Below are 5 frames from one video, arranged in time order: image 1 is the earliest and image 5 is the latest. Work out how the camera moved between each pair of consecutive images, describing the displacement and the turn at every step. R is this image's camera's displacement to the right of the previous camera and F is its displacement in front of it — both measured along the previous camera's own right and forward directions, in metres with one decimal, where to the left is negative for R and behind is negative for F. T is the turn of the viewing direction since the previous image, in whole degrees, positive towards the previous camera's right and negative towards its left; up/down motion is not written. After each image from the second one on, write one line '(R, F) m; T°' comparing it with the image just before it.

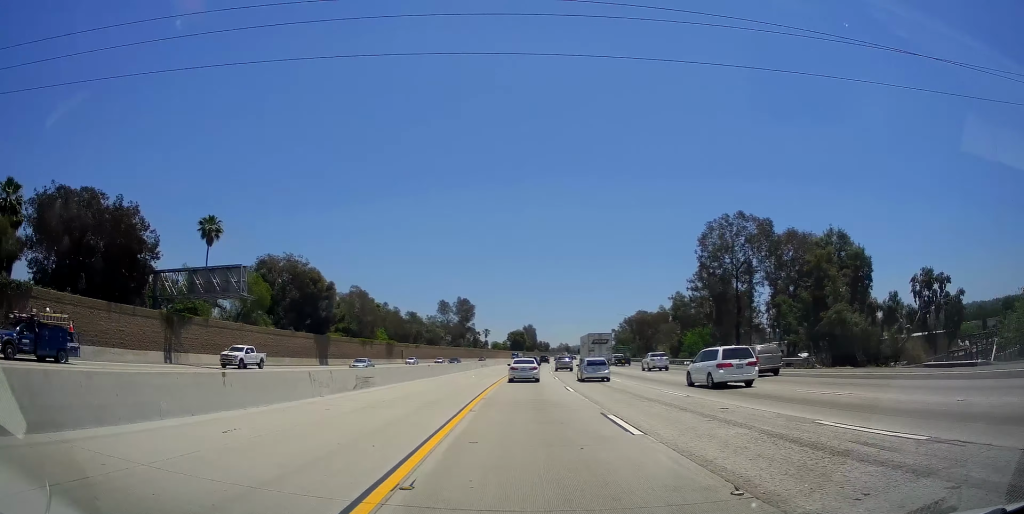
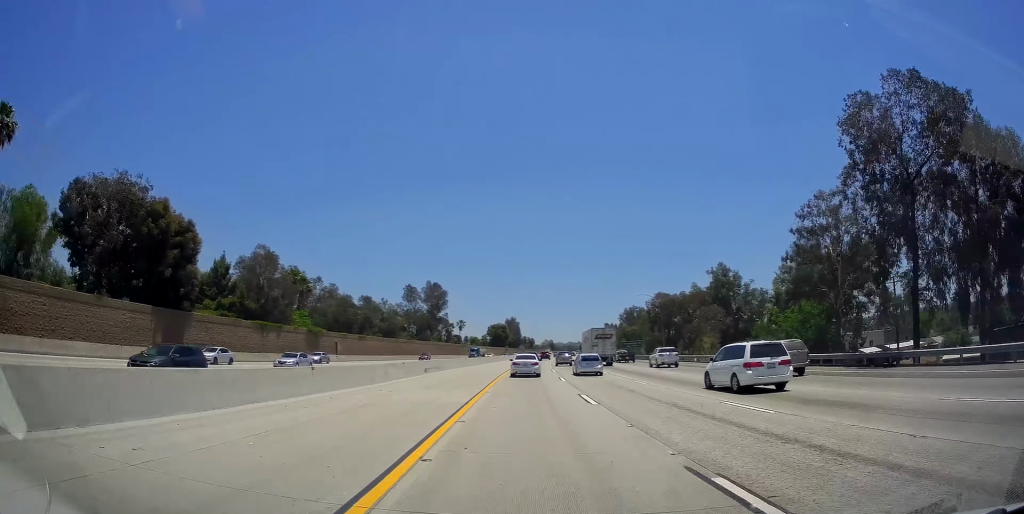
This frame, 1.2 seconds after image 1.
(+0.4, +35.4) m; +2°
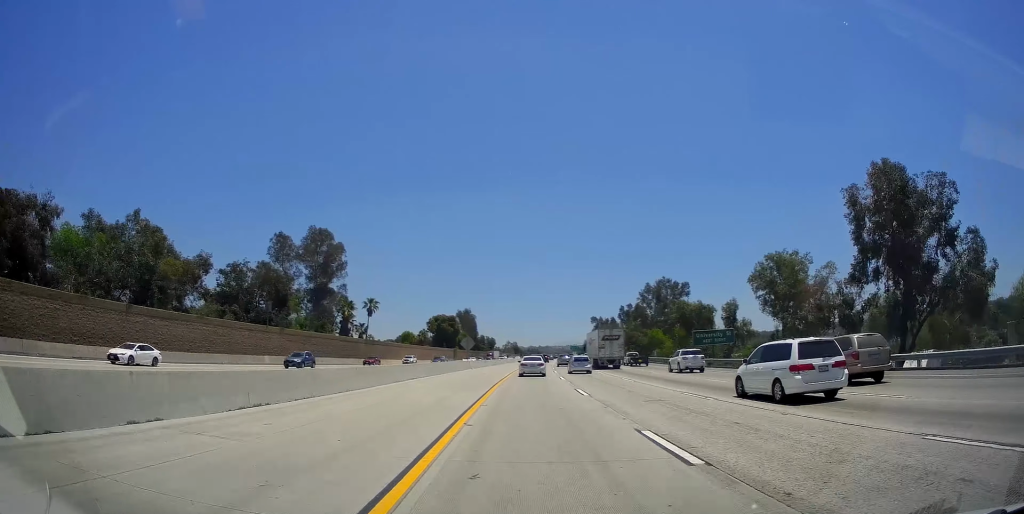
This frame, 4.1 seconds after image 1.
(+2.6, +85.0) m; +4°
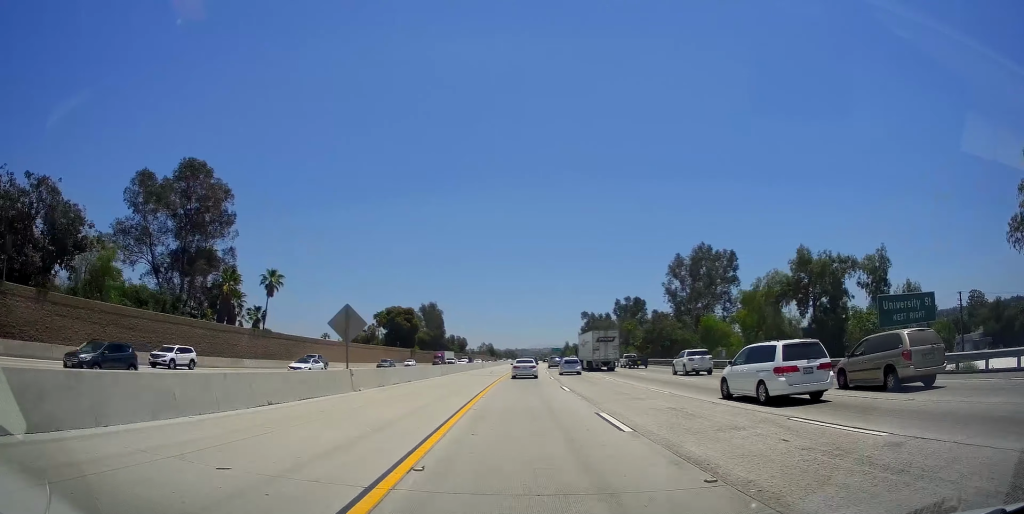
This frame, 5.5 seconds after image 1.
(+0.8, +38.5) m; +3°
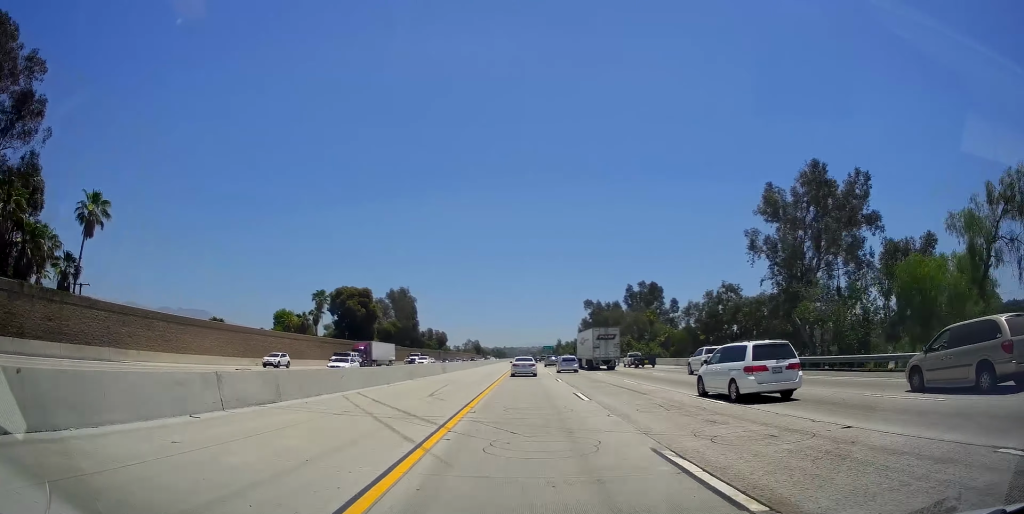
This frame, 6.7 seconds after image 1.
(+0.7, +34.4) m; +1°
